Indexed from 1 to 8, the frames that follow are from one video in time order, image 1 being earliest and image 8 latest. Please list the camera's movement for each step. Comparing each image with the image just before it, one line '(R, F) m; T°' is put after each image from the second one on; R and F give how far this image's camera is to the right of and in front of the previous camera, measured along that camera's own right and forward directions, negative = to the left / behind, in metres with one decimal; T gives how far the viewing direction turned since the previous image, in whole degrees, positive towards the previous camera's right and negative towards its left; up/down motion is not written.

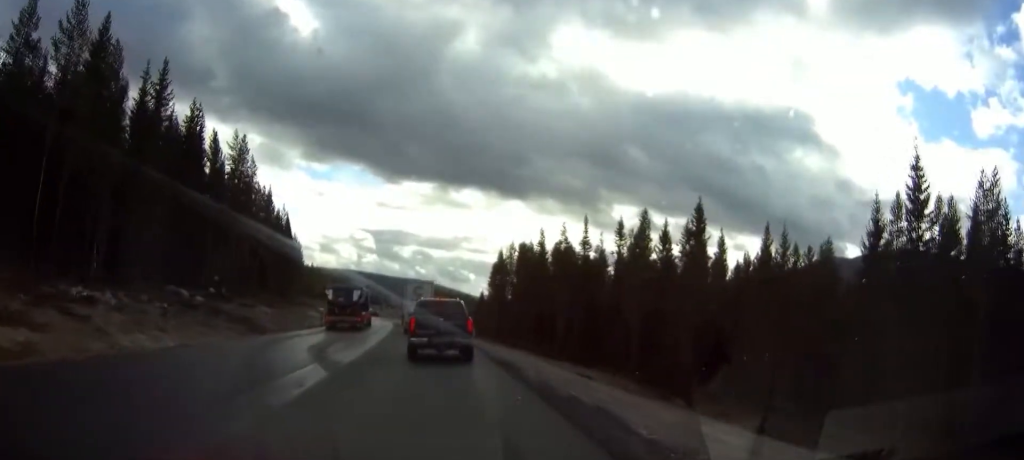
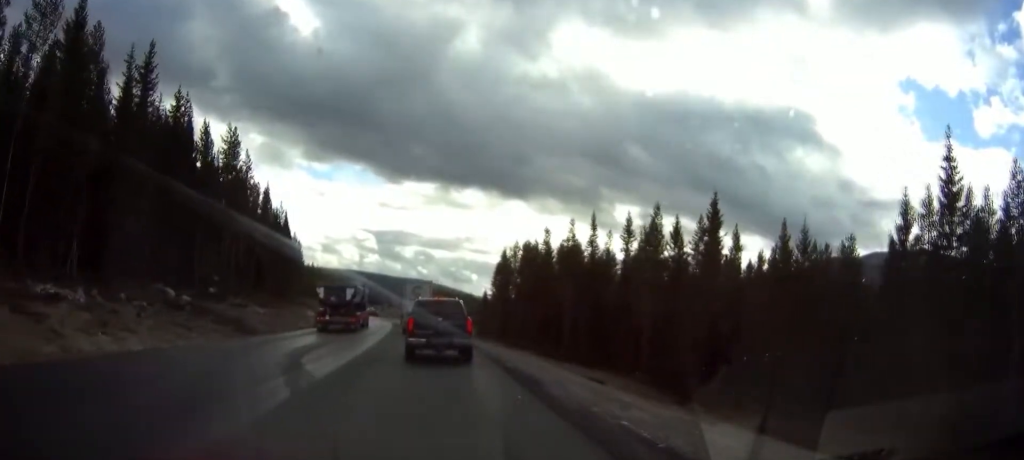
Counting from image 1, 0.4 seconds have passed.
(0.0, +3.8) m; 0°
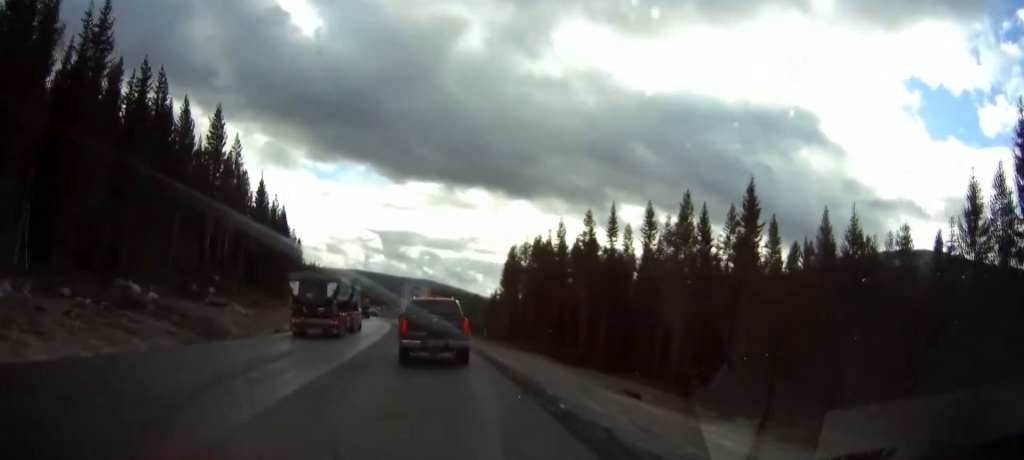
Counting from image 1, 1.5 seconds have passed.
(0.0, +8.1) m; 0°
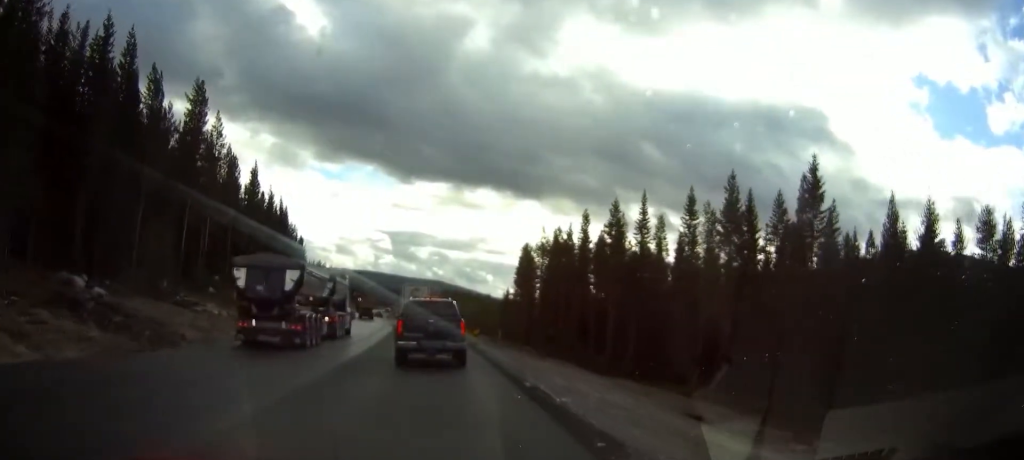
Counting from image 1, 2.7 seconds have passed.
(0.0, +10.0) m; -1°
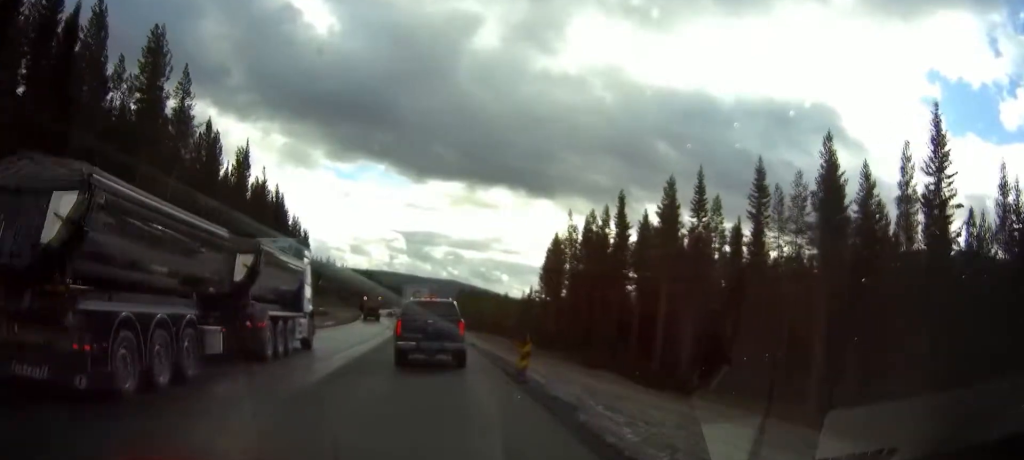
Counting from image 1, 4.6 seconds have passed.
(-0.2, +14.2) m; -1°
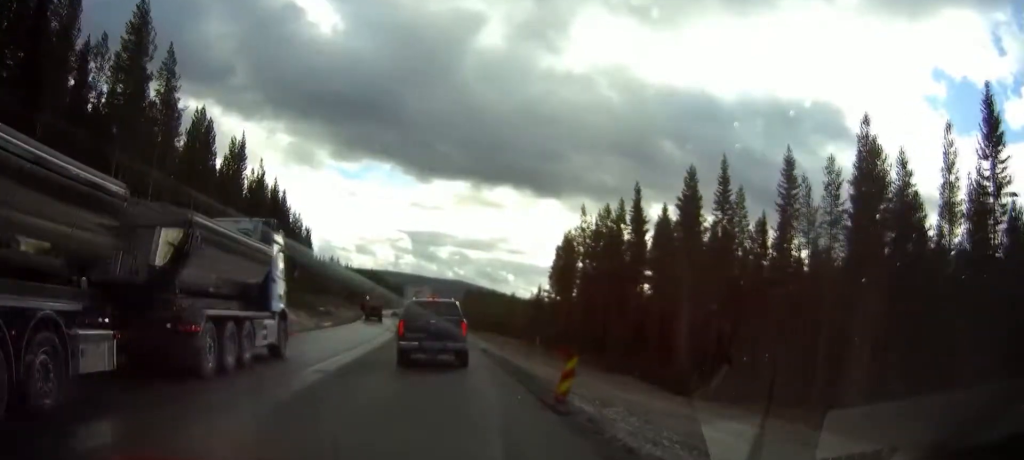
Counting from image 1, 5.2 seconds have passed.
(0.0, +4.8) m; 0°
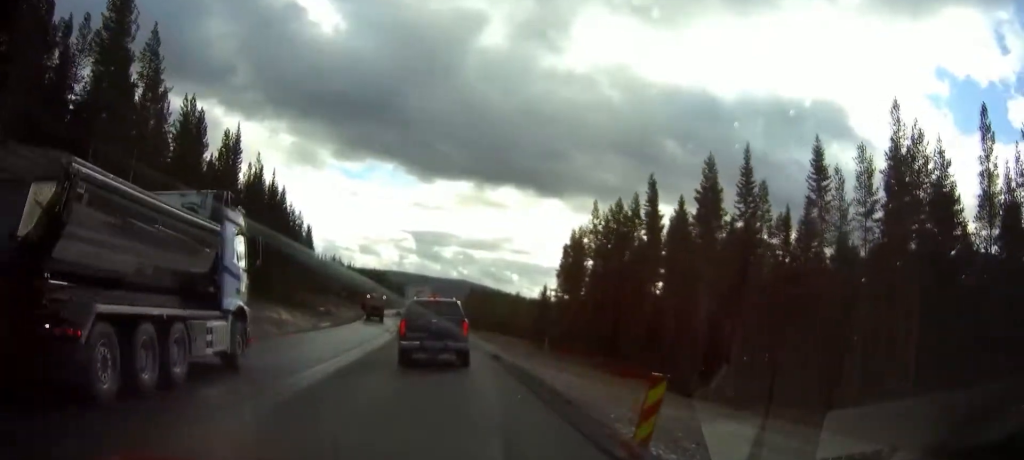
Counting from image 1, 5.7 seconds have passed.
(0.0, +4.0) m; 0°
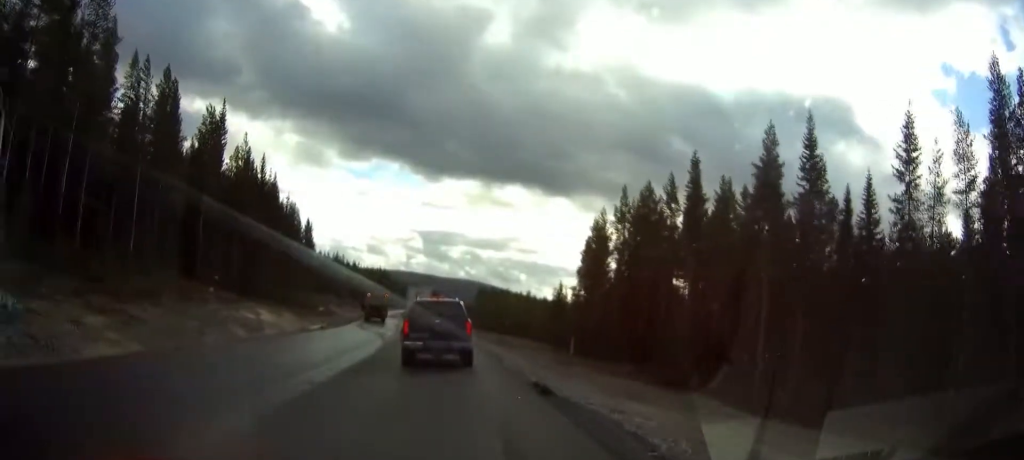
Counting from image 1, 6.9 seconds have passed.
(0.0, +9.0) m; 0°
